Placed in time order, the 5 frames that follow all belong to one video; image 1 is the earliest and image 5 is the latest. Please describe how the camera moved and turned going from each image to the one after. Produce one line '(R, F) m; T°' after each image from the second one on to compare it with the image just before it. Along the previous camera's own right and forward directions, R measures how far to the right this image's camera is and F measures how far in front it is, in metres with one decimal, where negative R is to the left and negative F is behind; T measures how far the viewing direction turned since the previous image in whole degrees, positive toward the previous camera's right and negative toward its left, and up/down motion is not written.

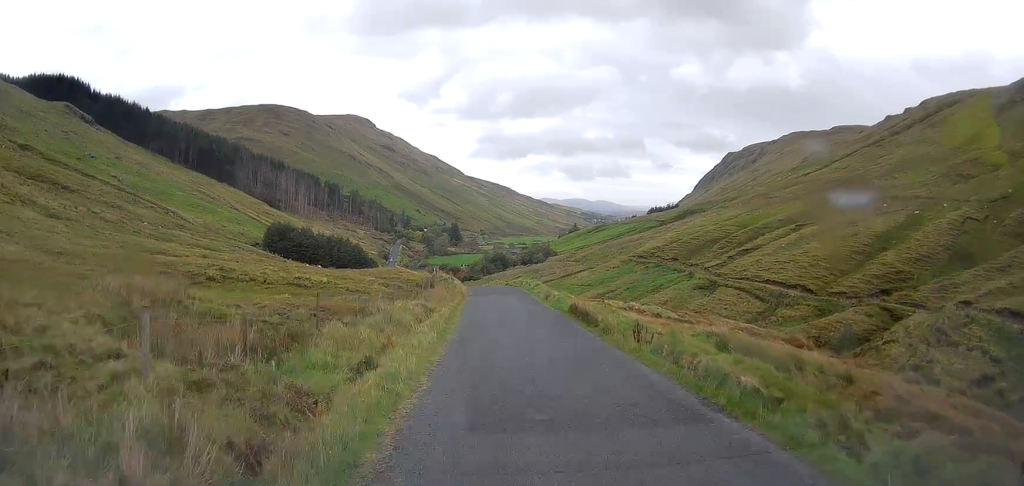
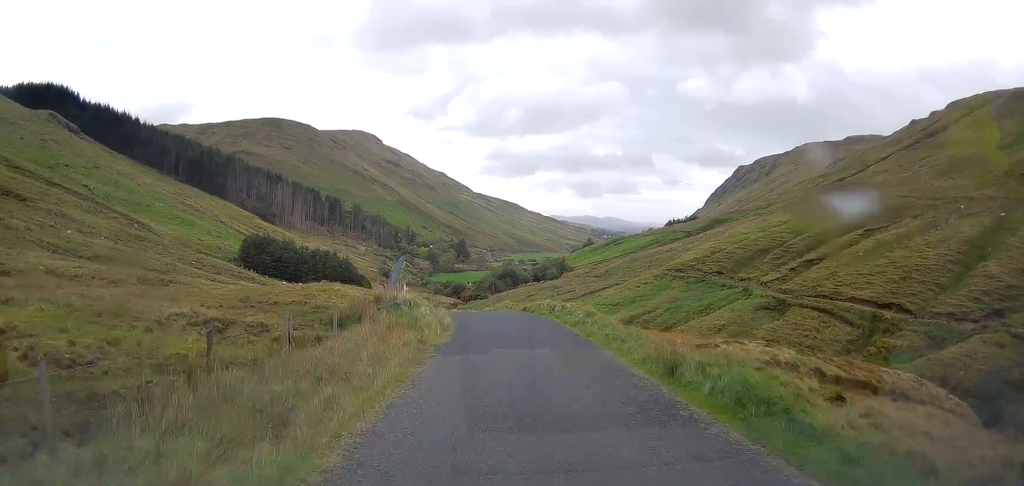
(-0.1, +28.3) m; -1°
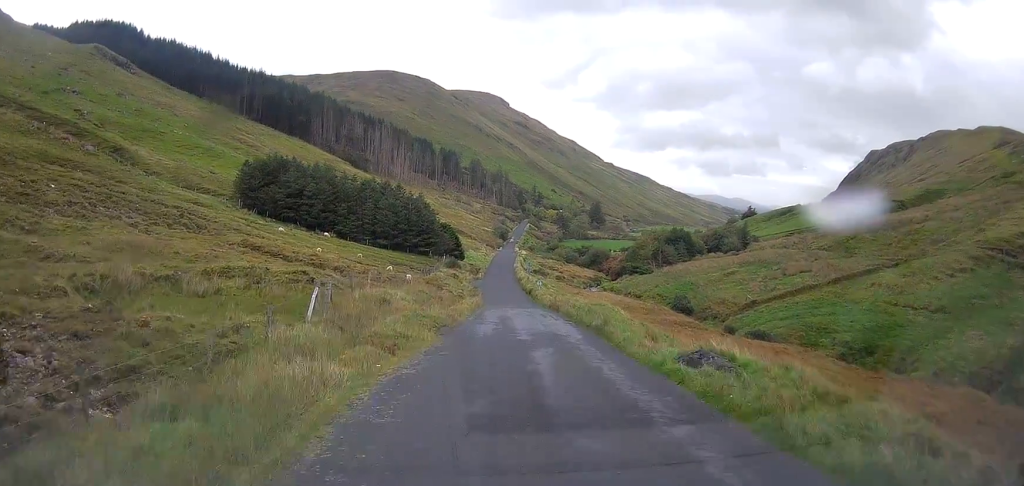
(-6.7, +76.8) m; -11°
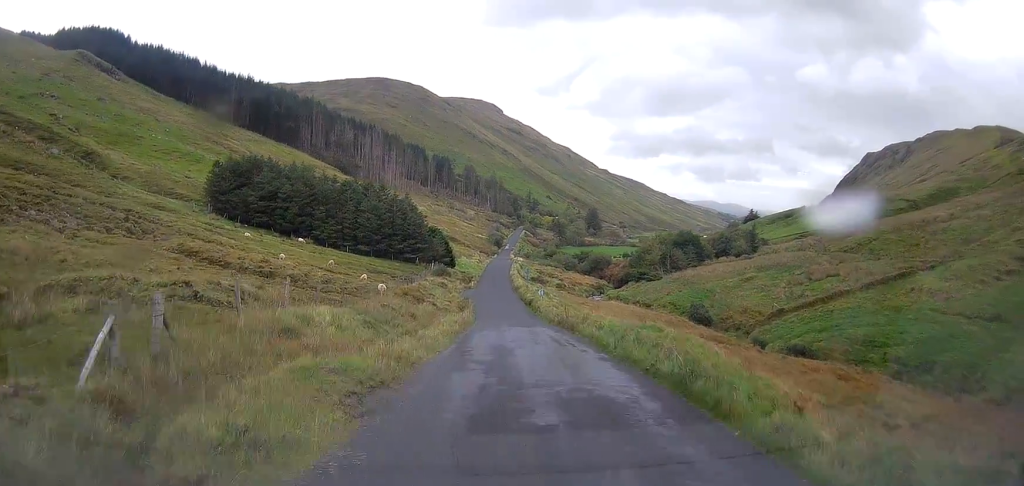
(0.0, +10.1) m; 0°
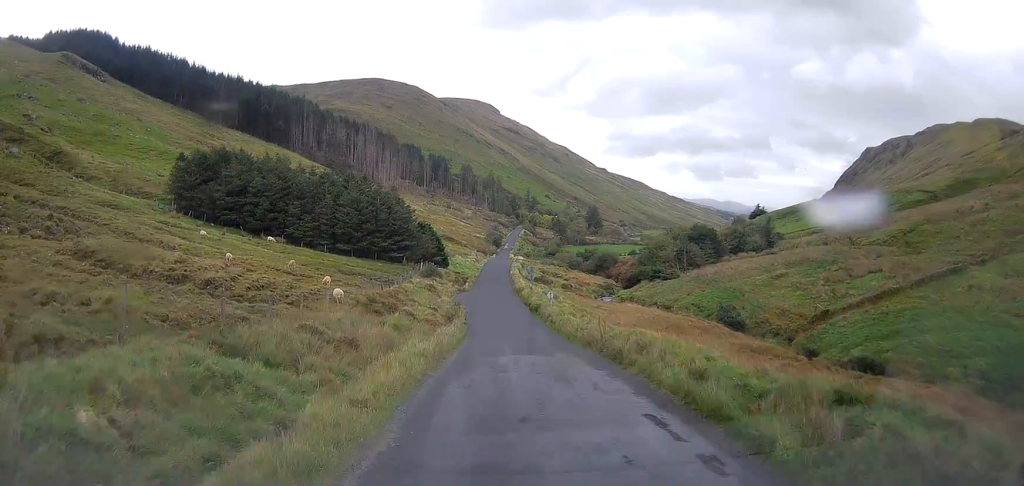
(-0.1, +11.4) m; 0°
